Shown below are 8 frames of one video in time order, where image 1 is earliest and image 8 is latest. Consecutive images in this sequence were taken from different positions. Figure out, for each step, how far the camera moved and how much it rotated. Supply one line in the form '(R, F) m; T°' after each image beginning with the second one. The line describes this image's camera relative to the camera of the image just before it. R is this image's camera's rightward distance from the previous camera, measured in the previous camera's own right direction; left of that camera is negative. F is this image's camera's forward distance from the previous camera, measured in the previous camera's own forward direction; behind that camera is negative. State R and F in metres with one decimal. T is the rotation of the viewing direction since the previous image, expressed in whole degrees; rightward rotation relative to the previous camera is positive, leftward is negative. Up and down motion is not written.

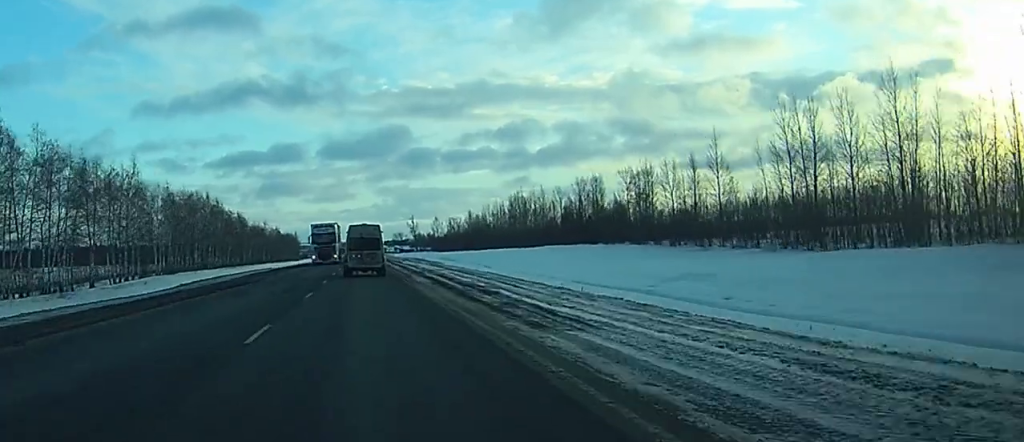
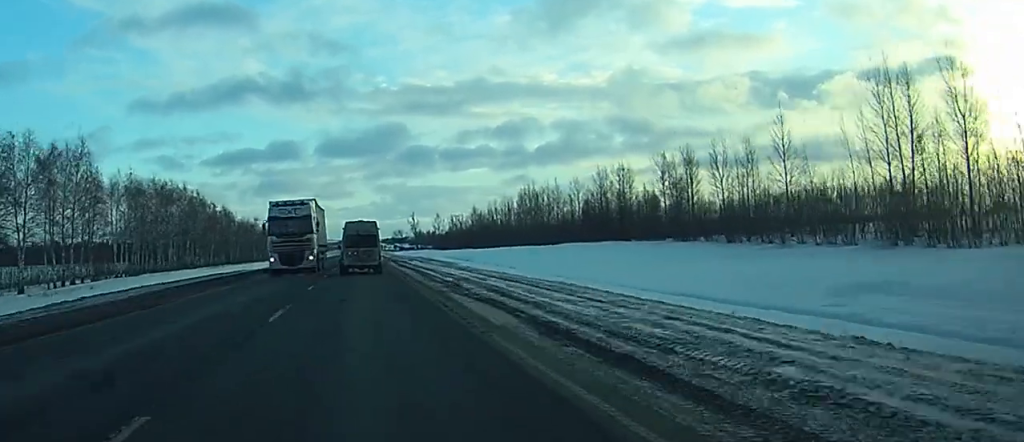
(-0.1, +18.7) m; 0°
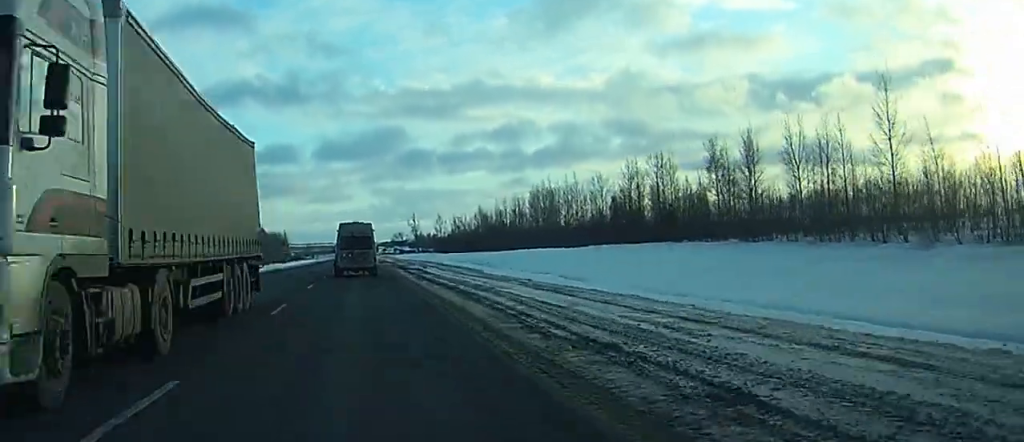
(-0.1, +20.6) m; 0°
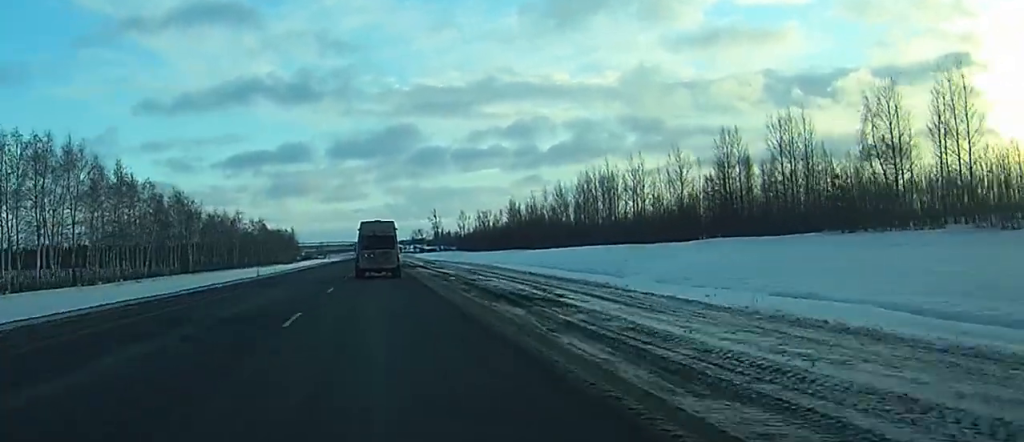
(0.0, +37.9) m; 0°
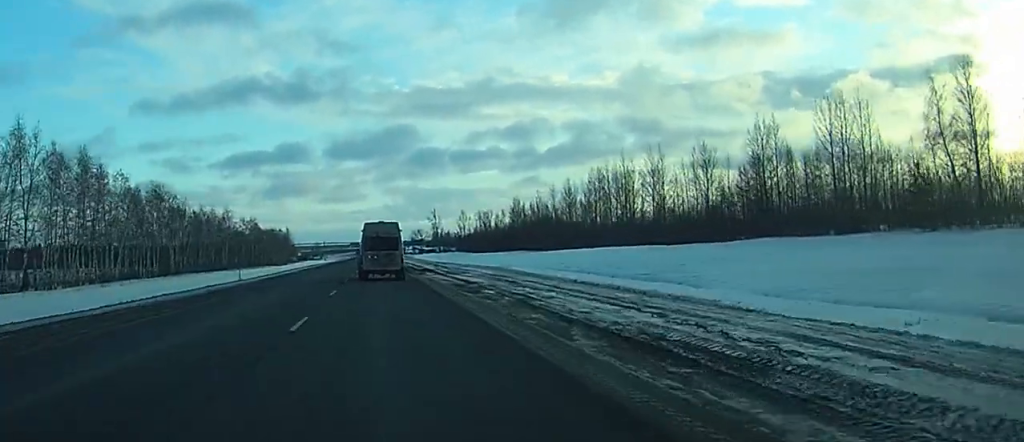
(0.0, +12.3) m; 0°
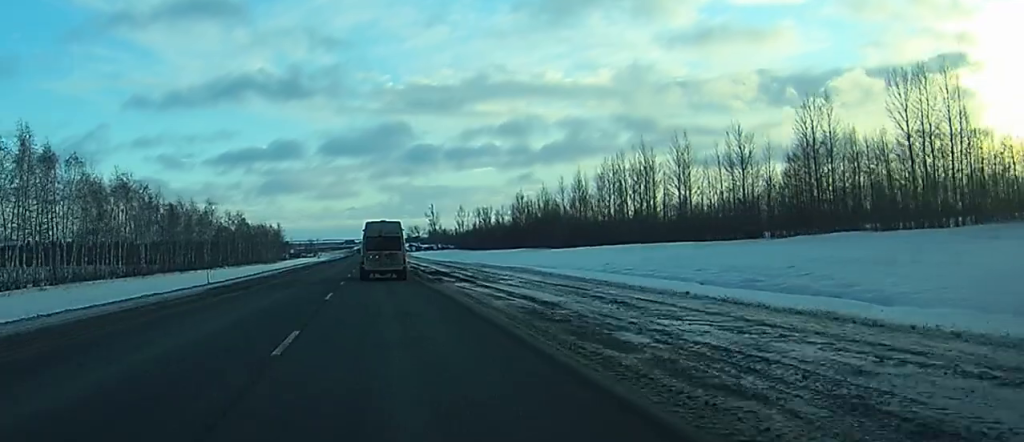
(0.0, +15.1) m; 0°
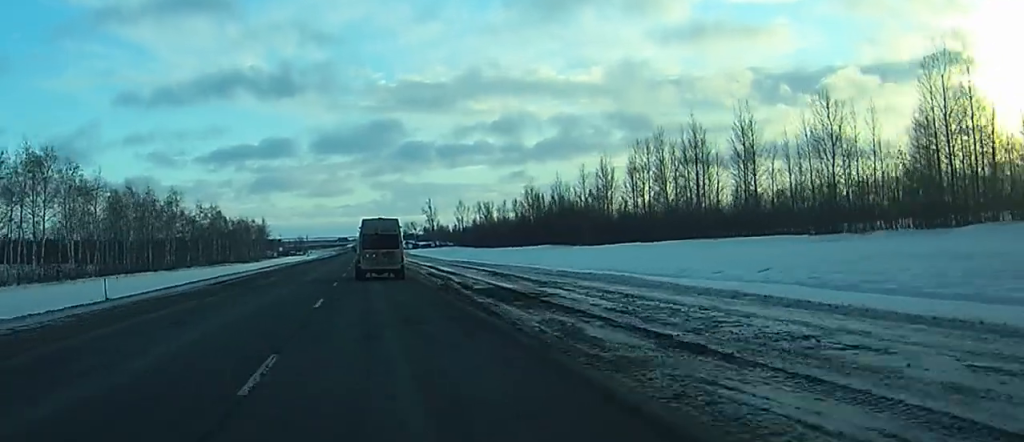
(0.0, +26.7) m; 0°
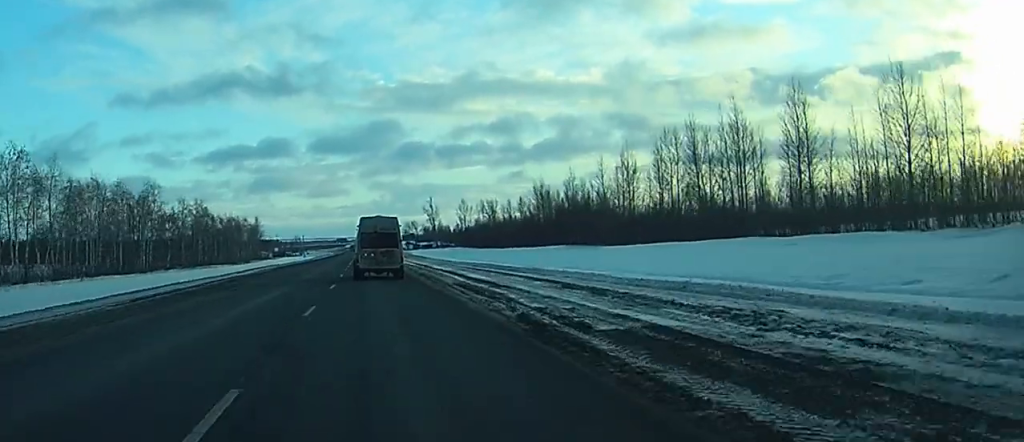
(0.0, +15.2) m; 0°
